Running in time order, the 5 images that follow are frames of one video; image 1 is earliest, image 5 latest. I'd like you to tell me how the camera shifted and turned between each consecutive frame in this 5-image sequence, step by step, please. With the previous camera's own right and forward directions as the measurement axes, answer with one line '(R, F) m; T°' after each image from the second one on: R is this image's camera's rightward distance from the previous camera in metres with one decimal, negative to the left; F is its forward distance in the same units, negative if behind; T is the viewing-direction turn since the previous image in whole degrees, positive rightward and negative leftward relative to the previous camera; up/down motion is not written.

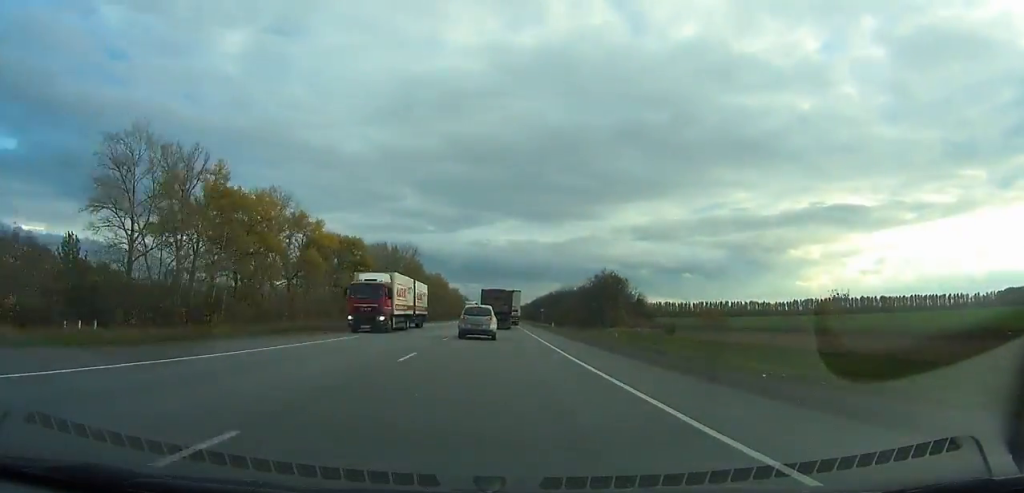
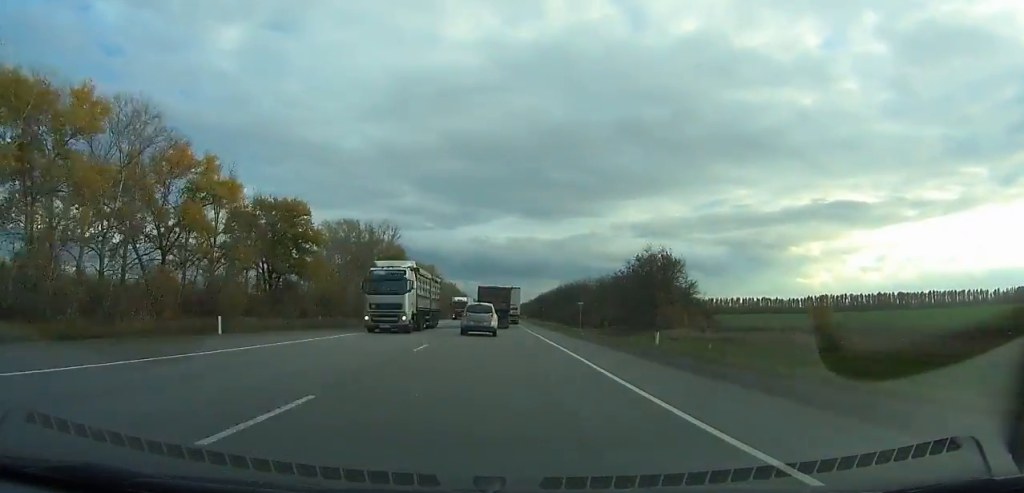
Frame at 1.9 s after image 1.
(+0.3, +46.1) m; 0°
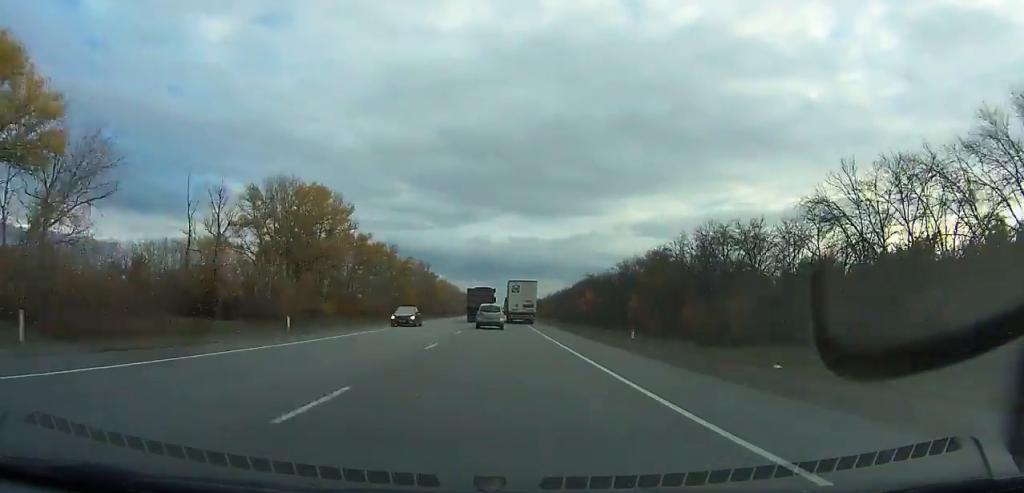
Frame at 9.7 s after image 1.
(+1.1, +189.6) m; 0°
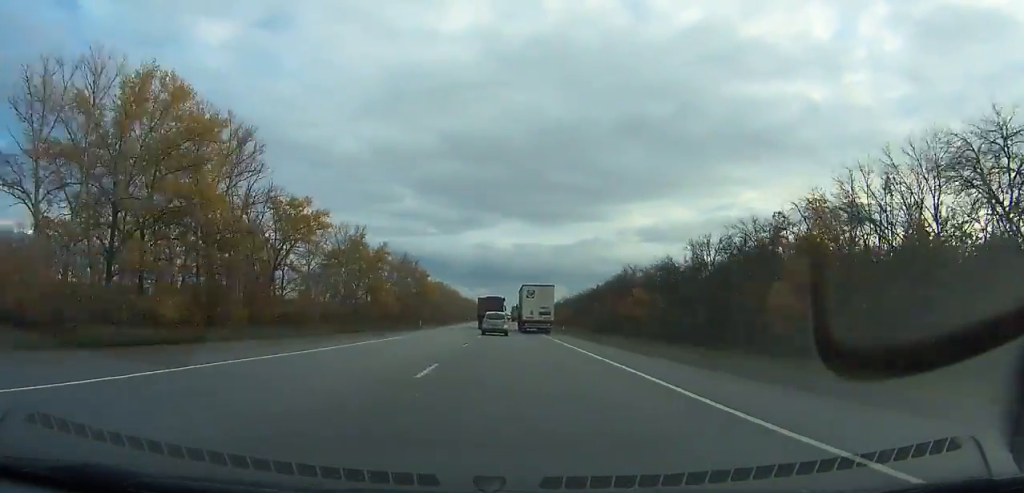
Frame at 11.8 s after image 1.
(-0.3, +54.6) m; +2°
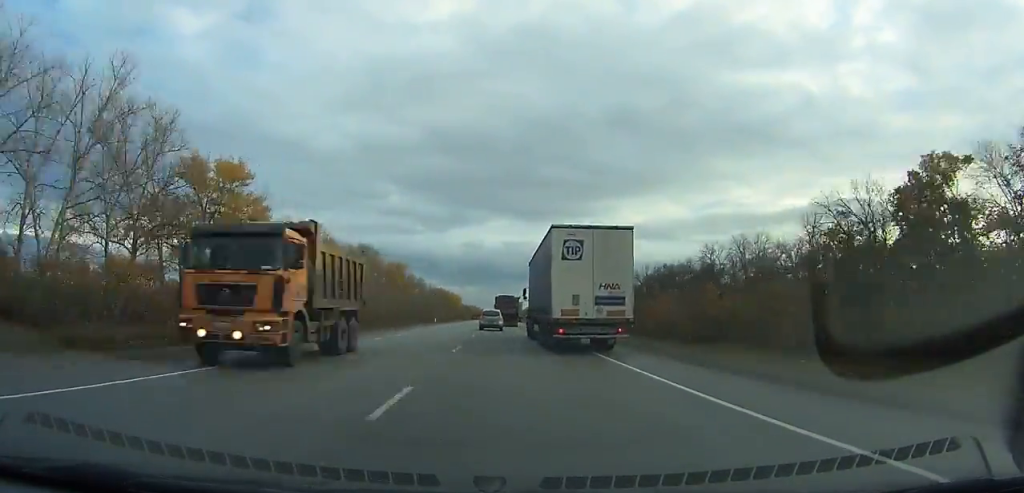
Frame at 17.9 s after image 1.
(-3.1, +170.0) m; -3°
